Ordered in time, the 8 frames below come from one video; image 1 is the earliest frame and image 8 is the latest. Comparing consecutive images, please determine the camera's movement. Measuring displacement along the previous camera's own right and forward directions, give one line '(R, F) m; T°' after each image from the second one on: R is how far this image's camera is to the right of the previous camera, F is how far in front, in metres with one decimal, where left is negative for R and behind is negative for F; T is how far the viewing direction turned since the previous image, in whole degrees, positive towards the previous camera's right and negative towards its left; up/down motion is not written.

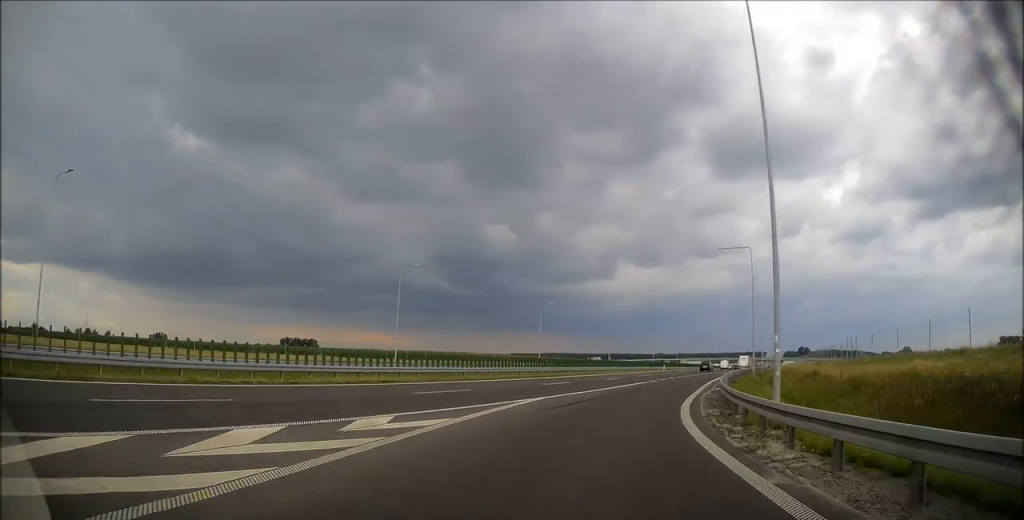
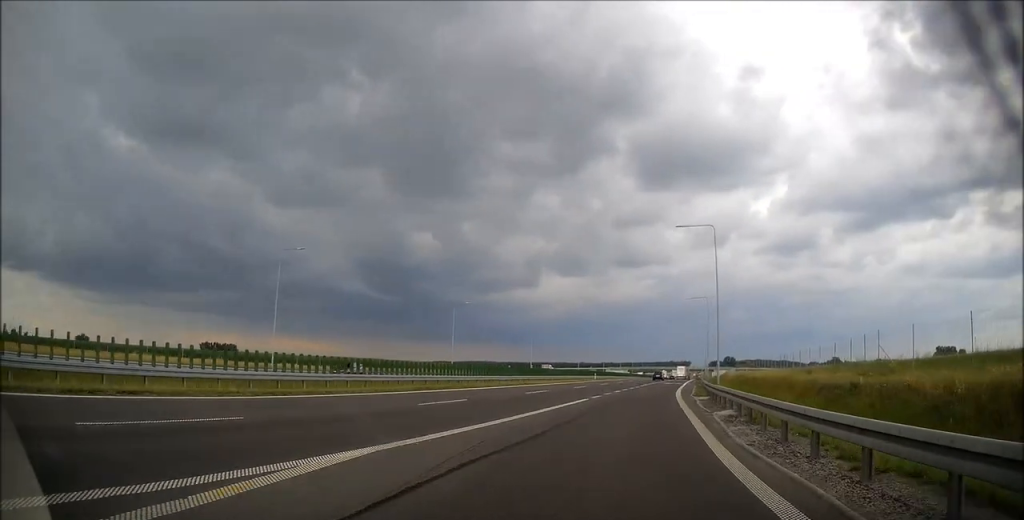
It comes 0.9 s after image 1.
(+0.7, +12.8) m; +7°
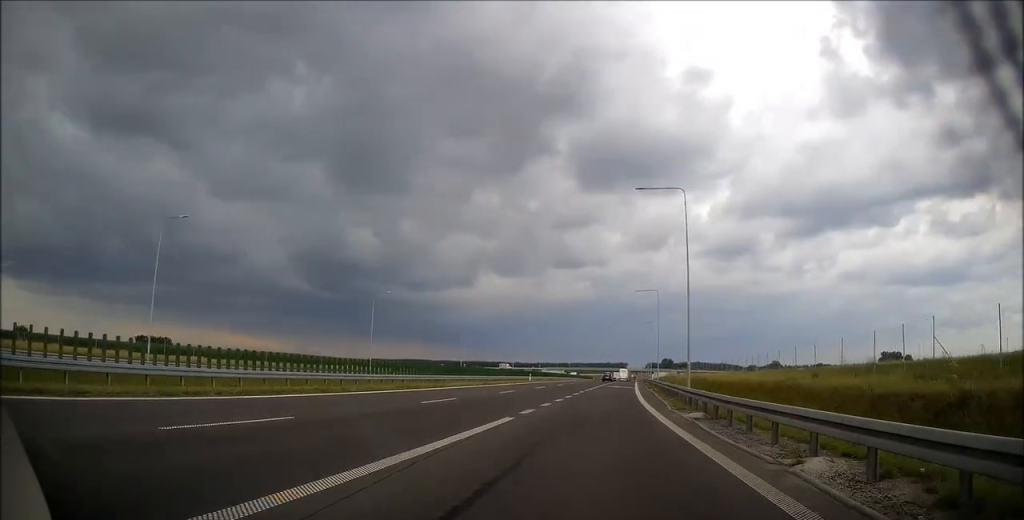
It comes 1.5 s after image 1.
(+0.5, +10.2) m; +6°
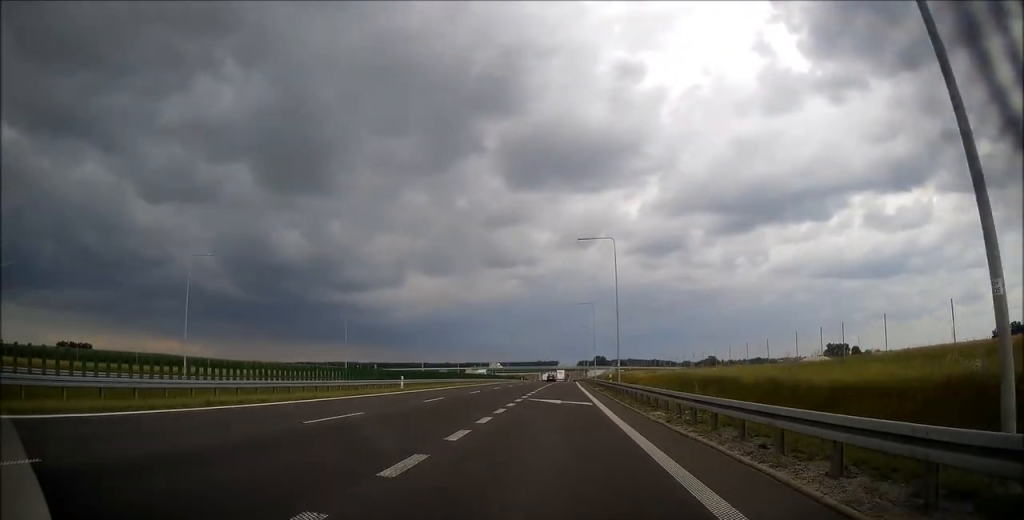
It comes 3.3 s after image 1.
(+3.2, +28.8) m; +9°
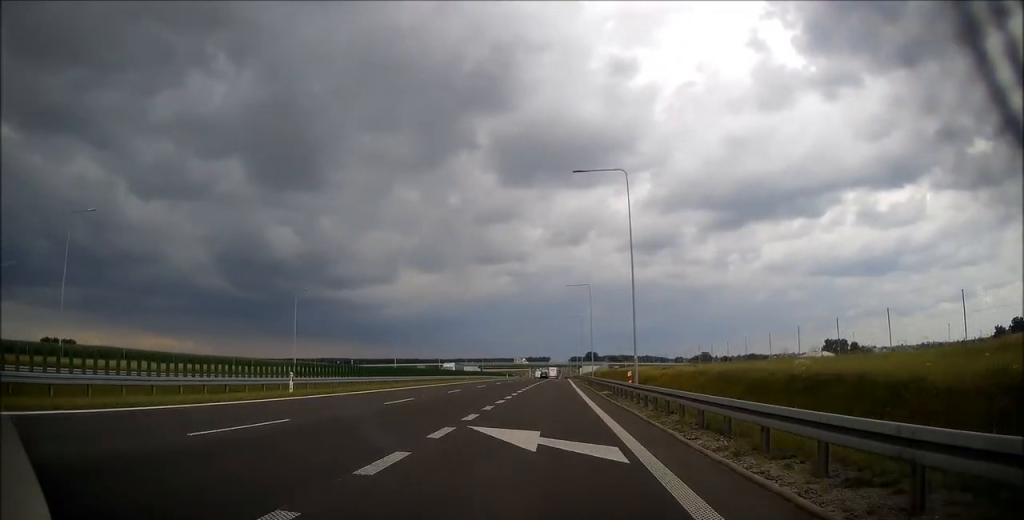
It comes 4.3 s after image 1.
(+0.2, +15.8) m; +1°
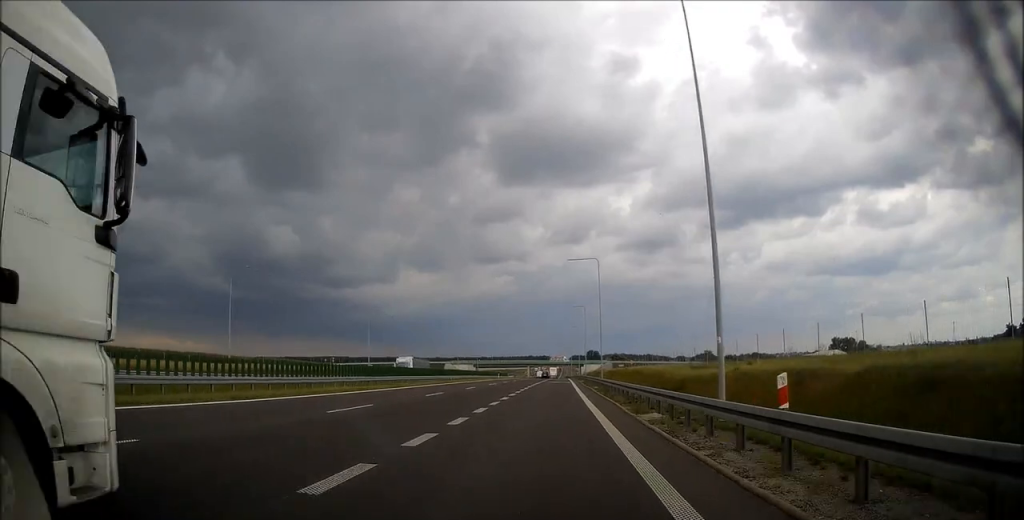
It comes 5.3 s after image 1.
(+0.1, +17.2) m; +1°
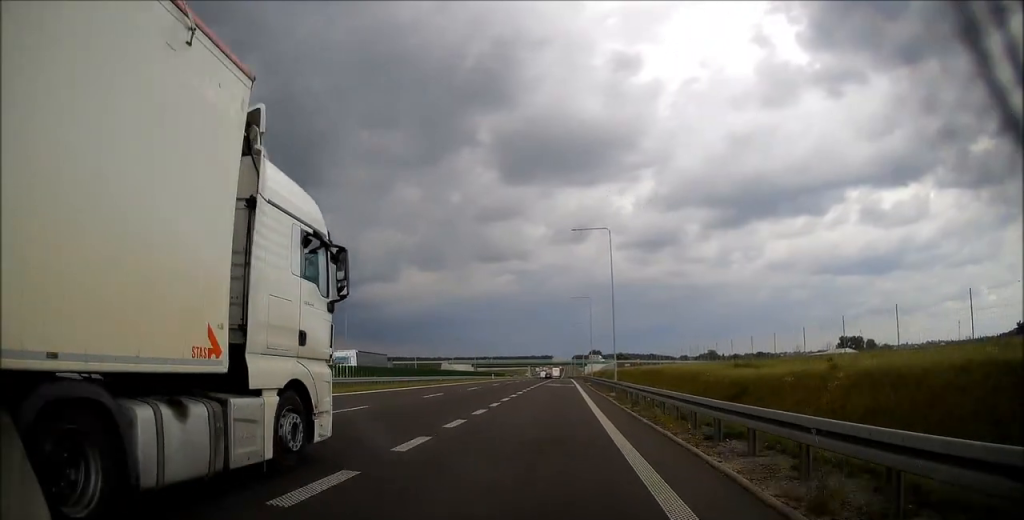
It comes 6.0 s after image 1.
(+0.1, +12.2) m; 0°
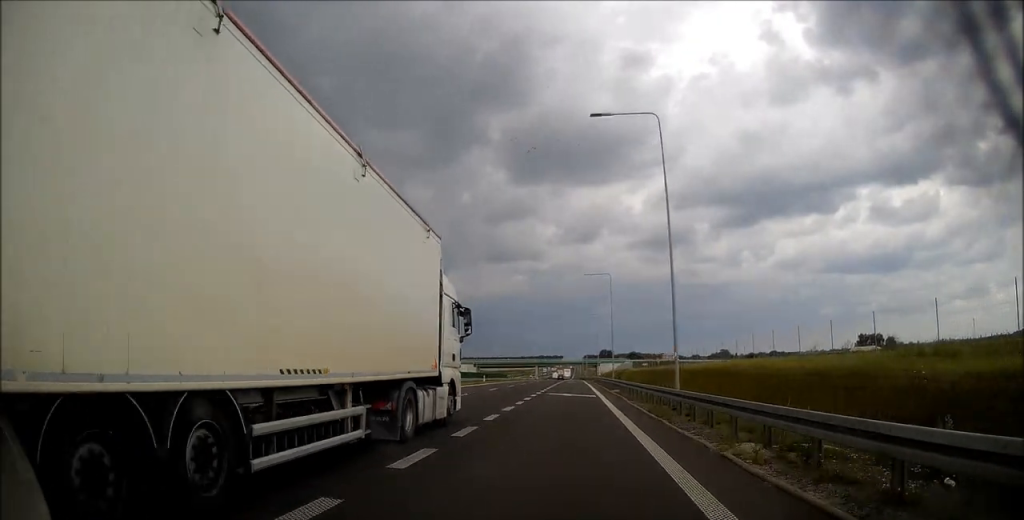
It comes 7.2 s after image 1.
(-0.2, +22.3) m; -1°
